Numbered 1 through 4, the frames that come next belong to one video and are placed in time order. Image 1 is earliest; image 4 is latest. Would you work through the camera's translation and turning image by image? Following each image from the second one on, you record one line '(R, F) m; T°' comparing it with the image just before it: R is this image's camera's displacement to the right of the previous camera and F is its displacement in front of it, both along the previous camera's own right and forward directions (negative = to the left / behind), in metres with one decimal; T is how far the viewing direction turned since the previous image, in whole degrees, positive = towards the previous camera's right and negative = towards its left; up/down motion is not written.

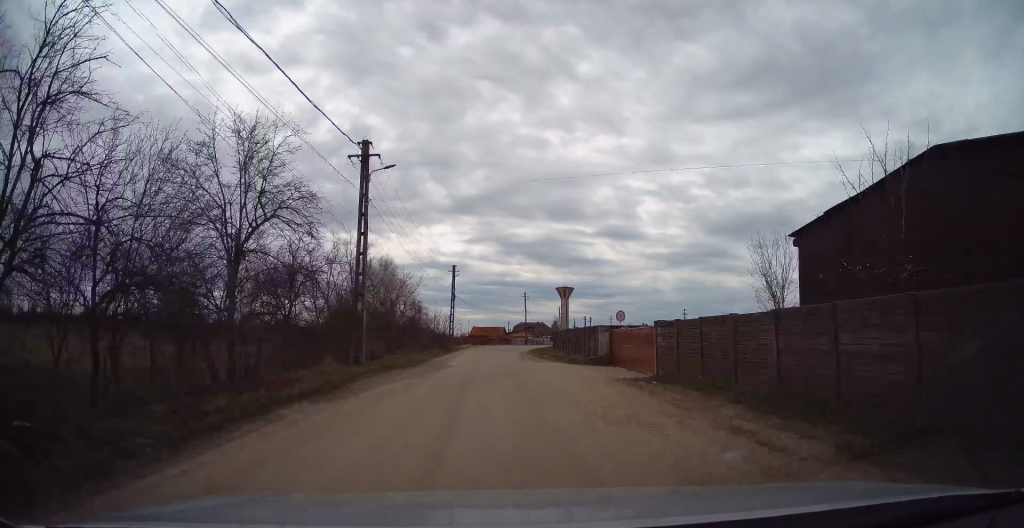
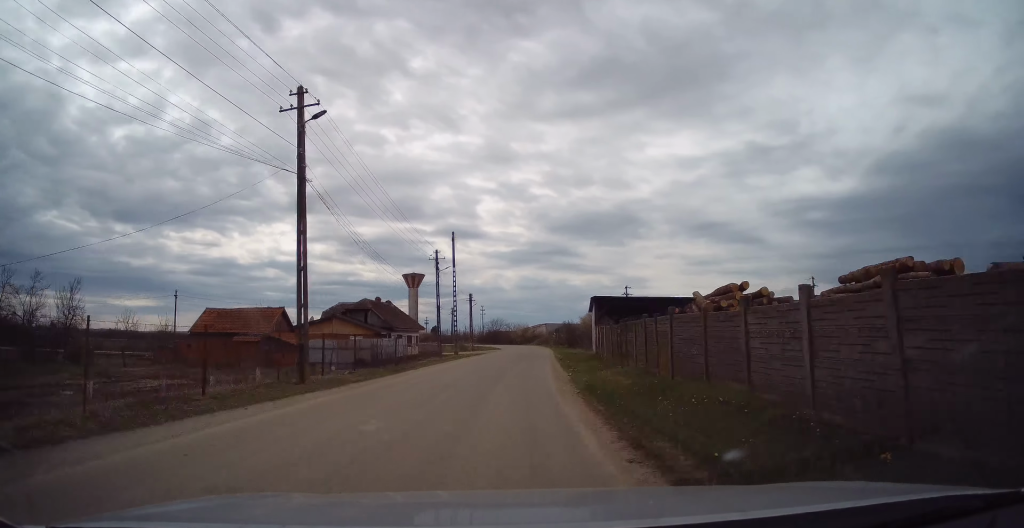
(+6.0, +73.9) m; +15°
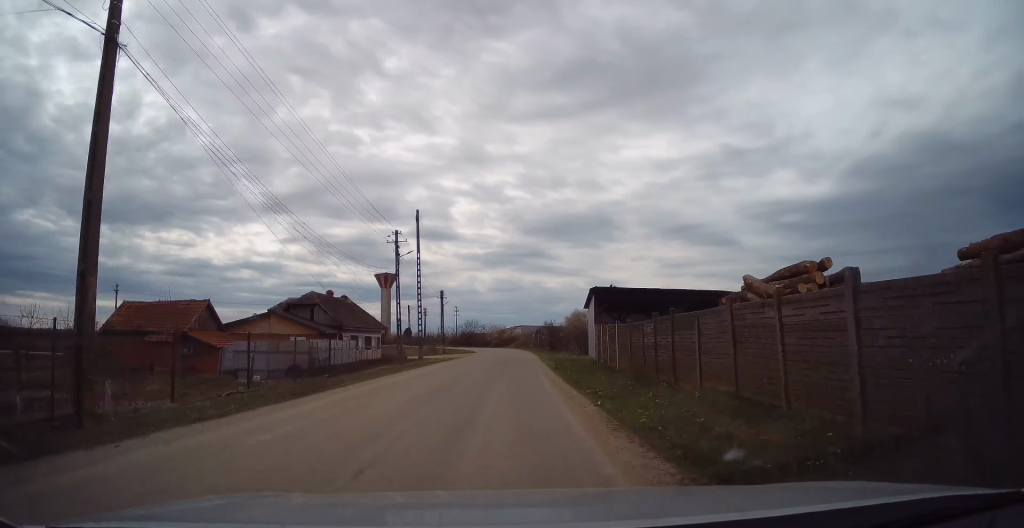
(+0.3, +7.7) m; +2°
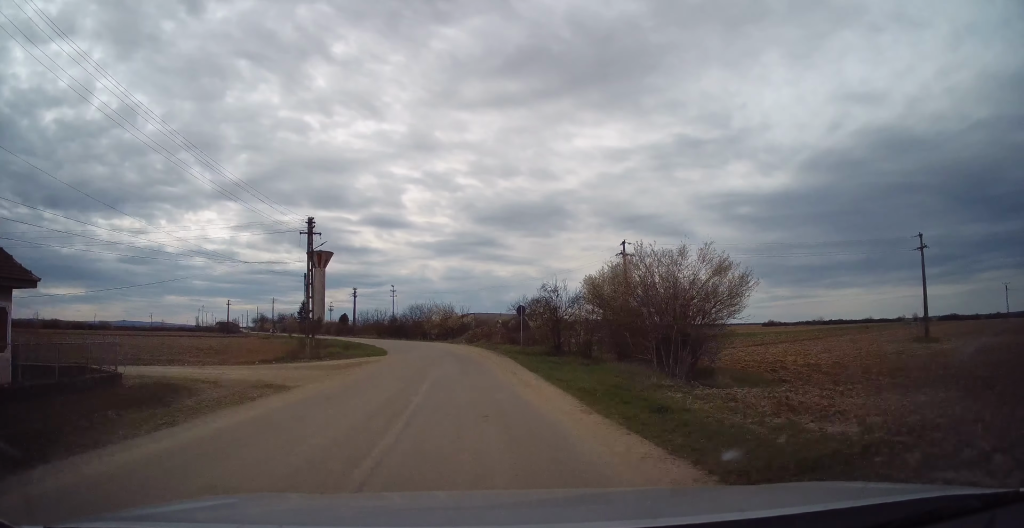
(+1.9, +35.7) m; +5°
